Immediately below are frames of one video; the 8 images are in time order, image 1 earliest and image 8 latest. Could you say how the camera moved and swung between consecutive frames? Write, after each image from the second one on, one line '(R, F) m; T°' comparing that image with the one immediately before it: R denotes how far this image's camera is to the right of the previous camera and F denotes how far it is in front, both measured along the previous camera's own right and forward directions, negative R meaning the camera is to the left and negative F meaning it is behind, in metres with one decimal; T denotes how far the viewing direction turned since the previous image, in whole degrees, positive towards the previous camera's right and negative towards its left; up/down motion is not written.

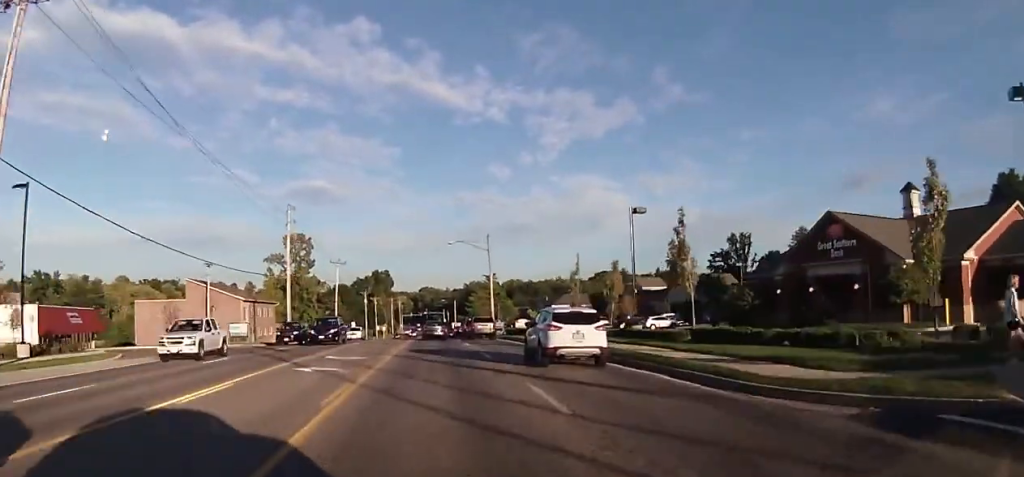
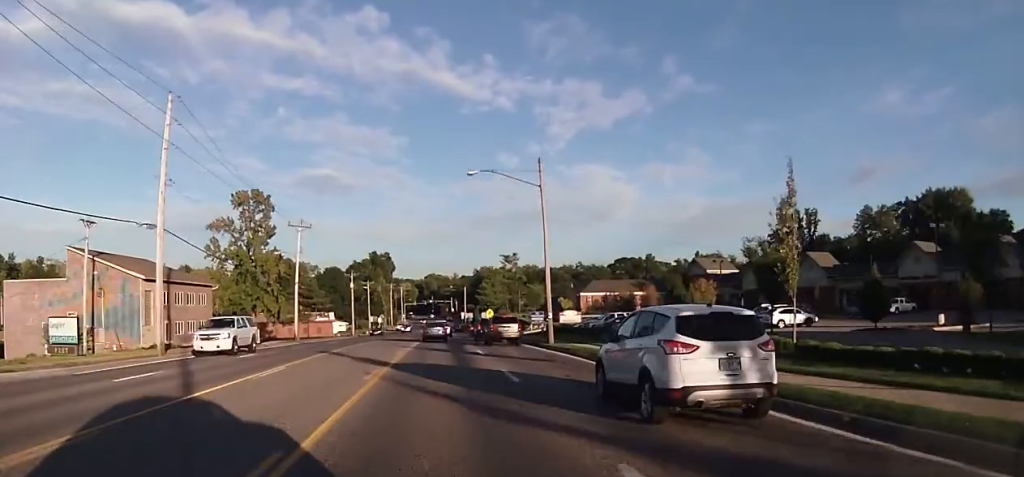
(0.0, +32.3) m; -2°
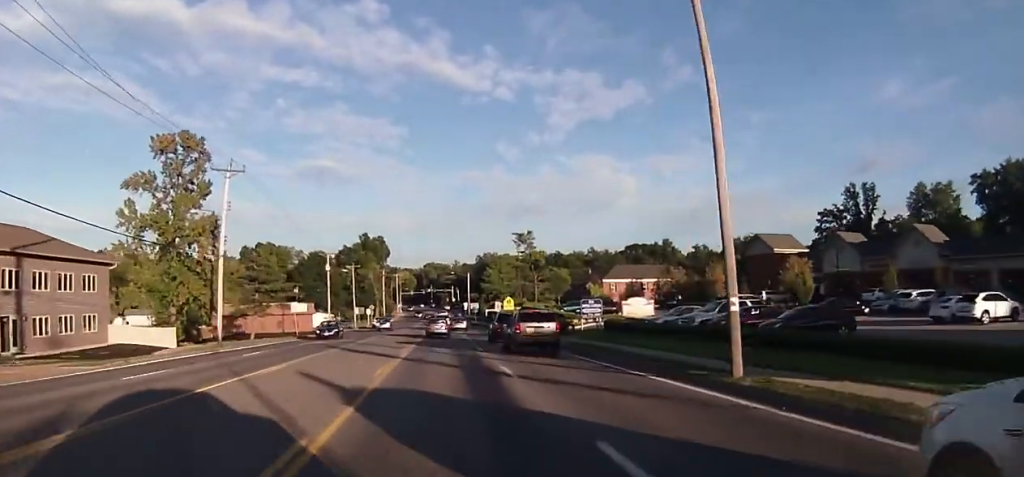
(-0.1, +23.3) m; 0°
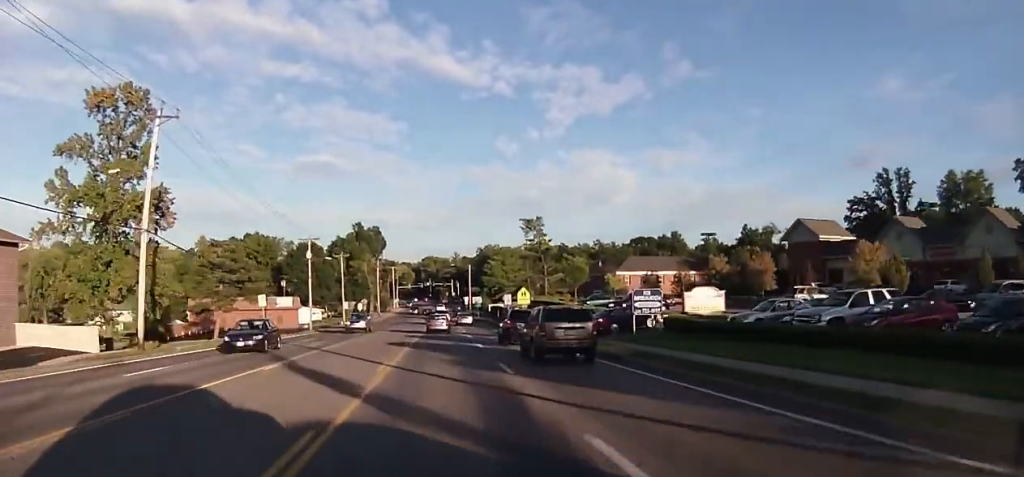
(0.0, +11.8) m; 0°
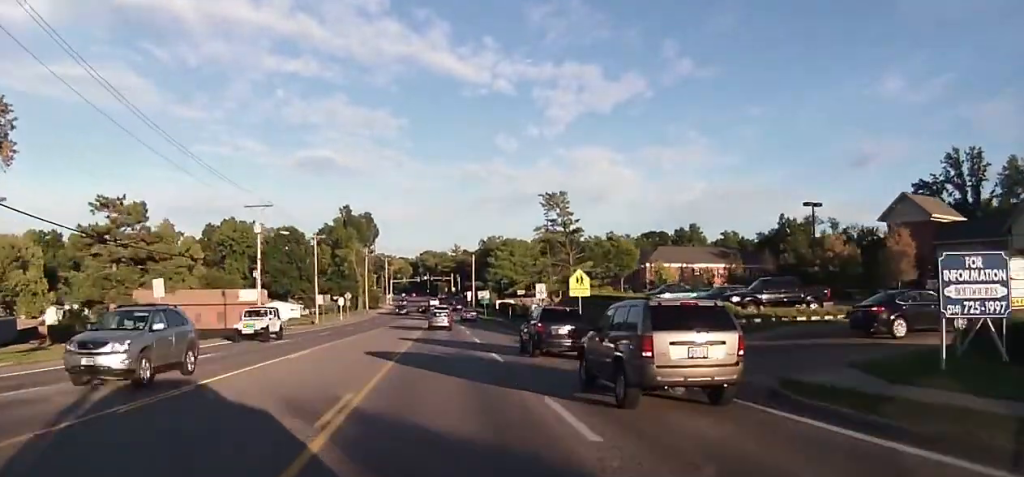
(0.0, +21.0) m; 0°
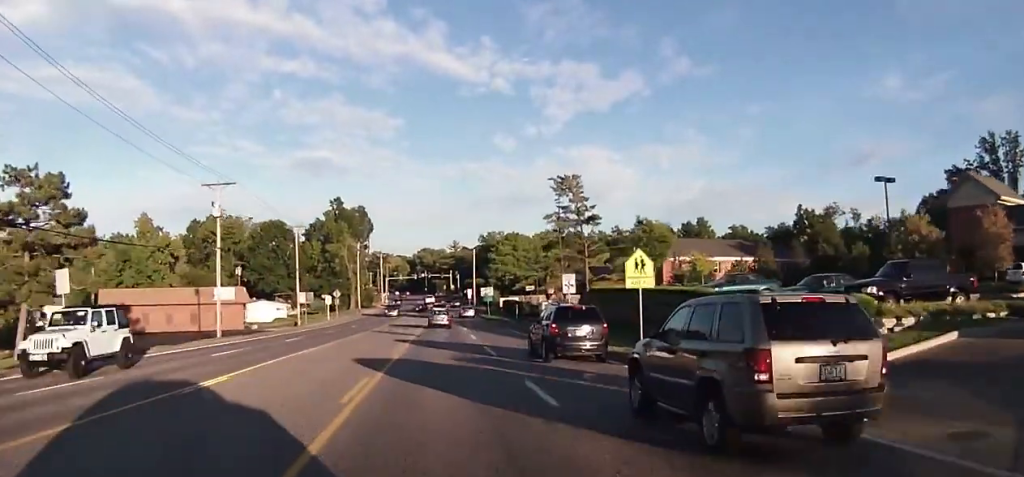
(0.0, +9.7) m; 0°
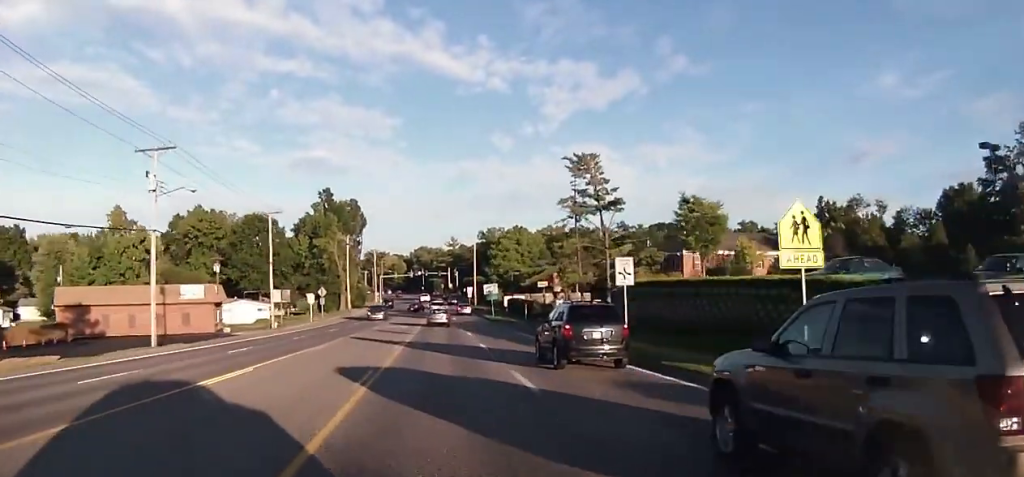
(0.0, +10.2) m; 0°
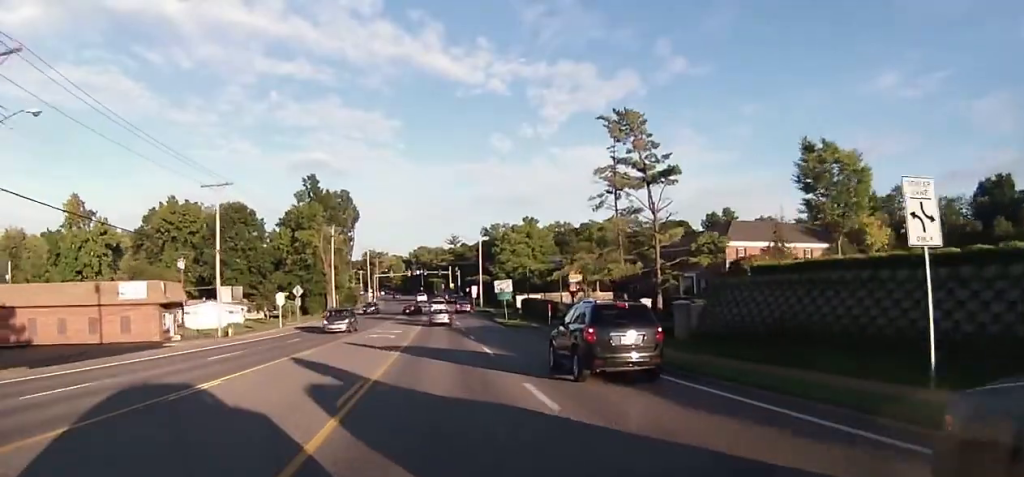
(0.0, +14.8) m; 0°
